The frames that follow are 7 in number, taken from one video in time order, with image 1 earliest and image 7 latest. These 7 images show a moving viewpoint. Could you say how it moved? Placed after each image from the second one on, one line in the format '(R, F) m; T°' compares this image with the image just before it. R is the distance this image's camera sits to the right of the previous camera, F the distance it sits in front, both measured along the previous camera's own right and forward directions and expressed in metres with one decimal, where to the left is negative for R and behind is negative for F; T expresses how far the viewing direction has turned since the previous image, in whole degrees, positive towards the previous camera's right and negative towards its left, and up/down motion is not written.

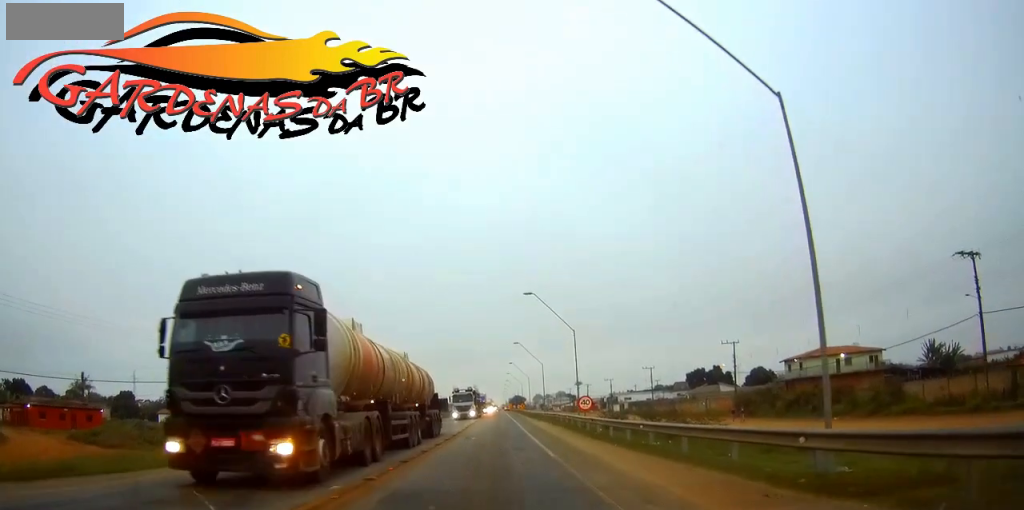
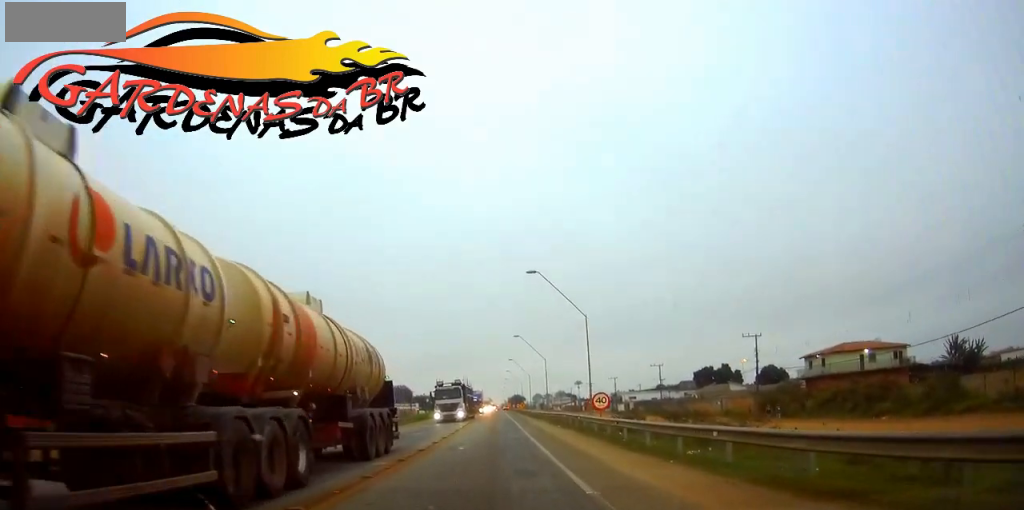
(0.0, +8.4) m; 0°
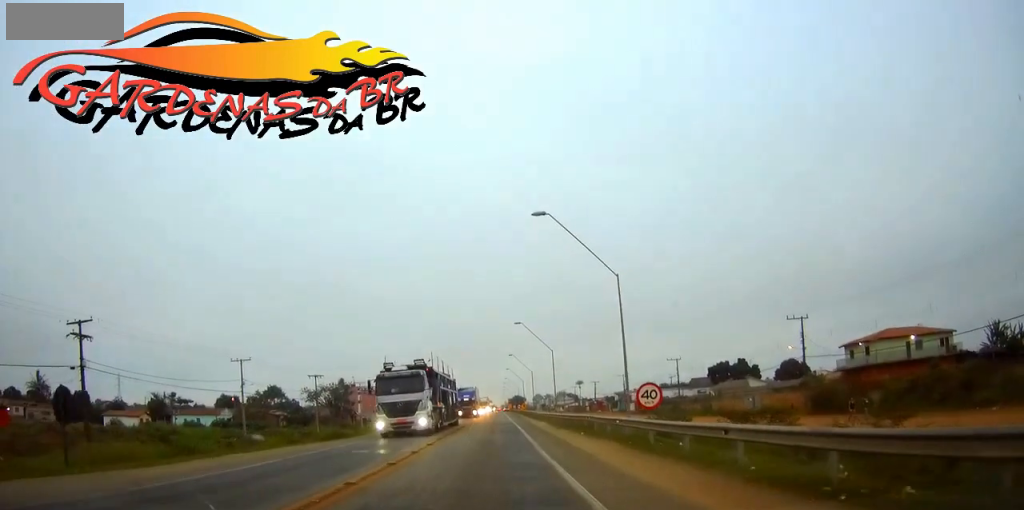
(+0.1, +13.6) m; 0°
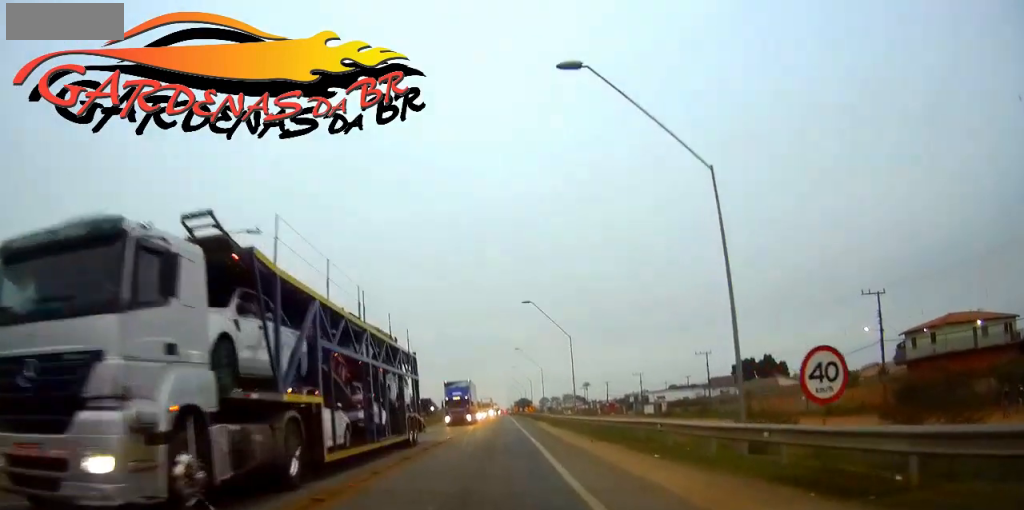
(-0.1, +14.6) m; -1°
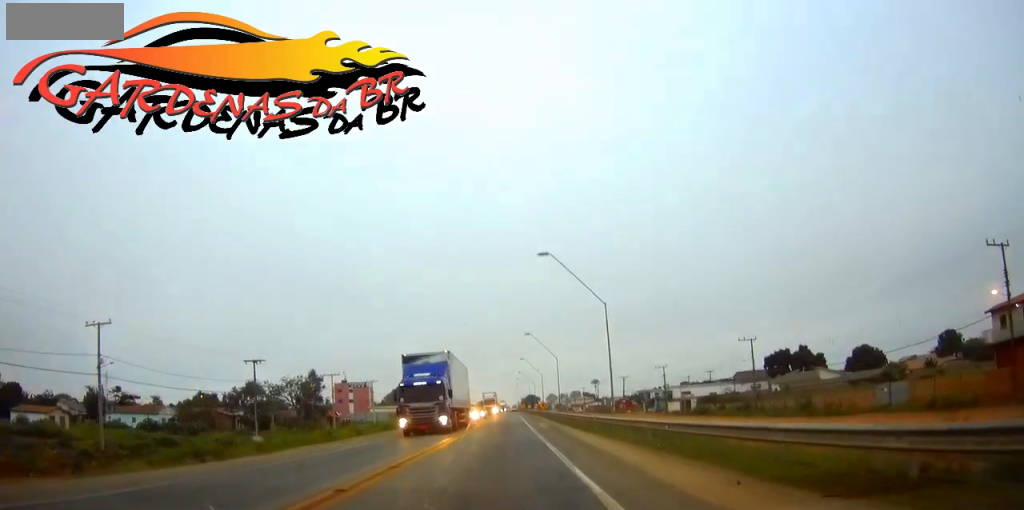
(-0.1, +16.0) m; 0°
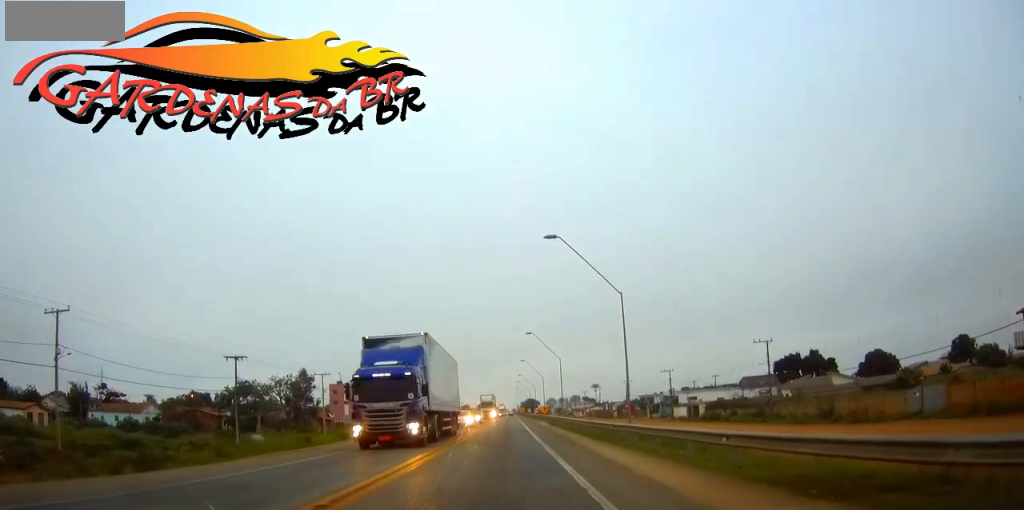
(0.0, +5.4) m; 0°
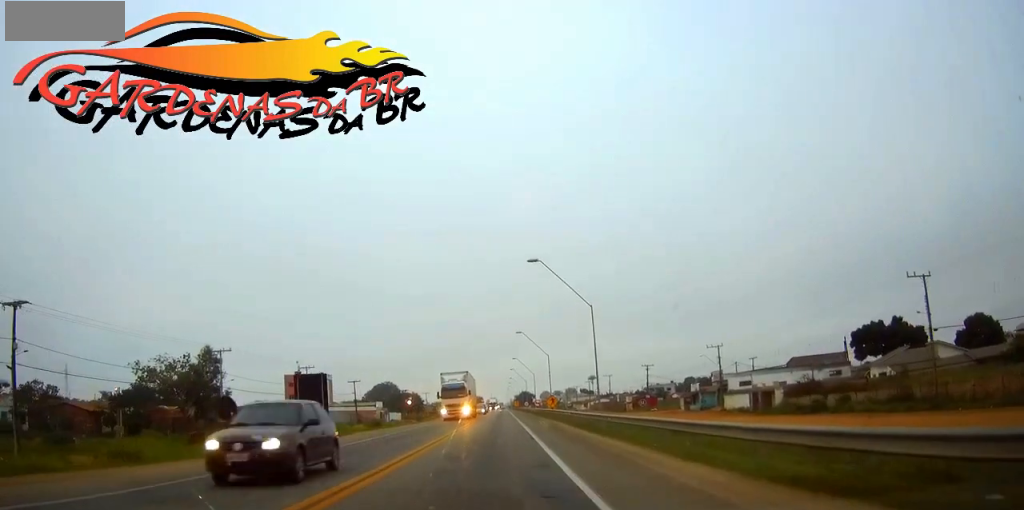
(+0.1, +34.4) m; 0°
